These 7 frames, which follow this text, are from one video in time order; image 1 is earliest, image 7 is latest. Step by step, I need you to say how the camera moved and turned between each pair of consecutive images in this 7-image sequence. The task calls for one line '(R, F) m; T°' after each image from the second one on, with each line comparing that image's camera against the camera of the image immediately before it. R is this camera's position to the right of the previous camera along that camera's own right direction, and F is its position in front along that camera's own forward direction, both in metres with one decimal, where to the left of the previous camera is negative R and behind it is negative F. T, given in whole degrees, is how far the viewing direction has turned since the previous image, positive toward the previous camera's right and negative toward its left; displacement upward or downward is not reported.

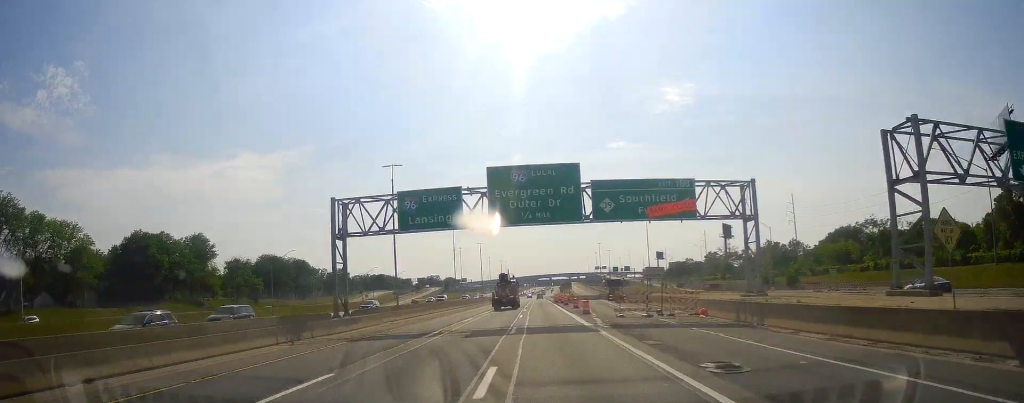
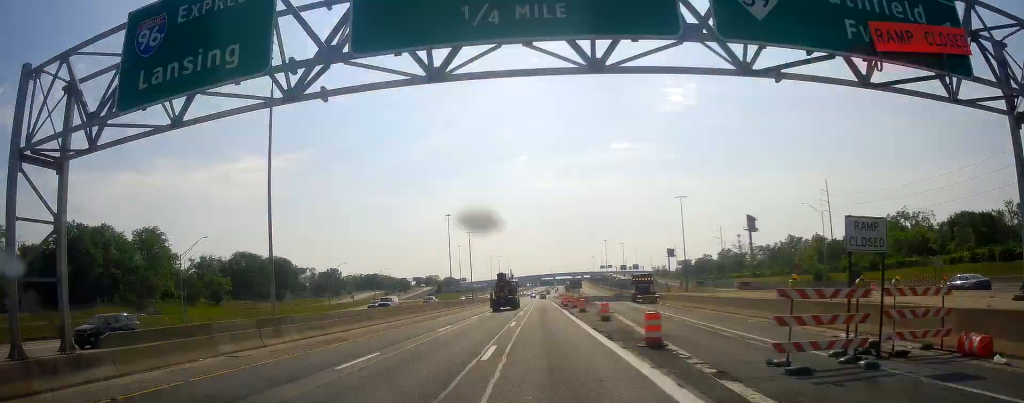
(-0.3, +25.2) m; -1°
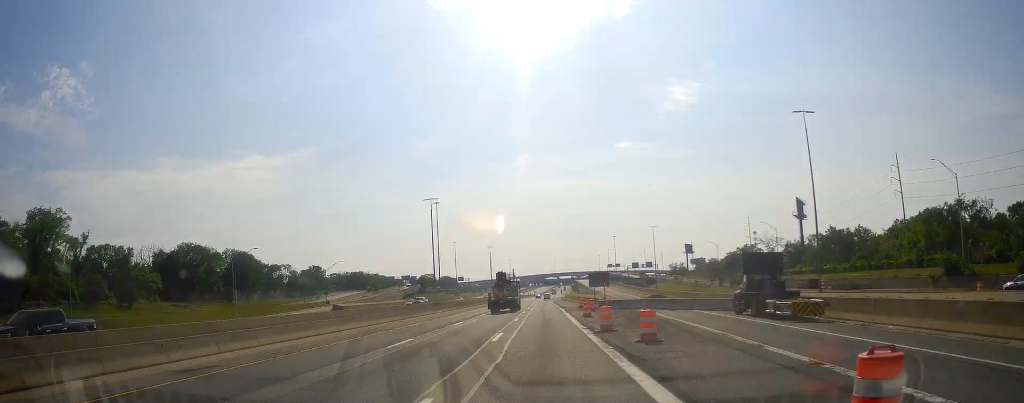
(-0.2, +40.2) m; 0°
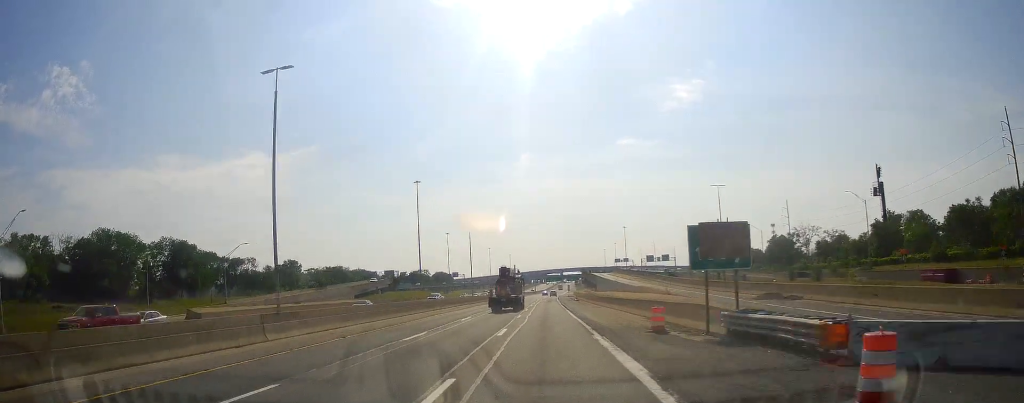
(+0.1, +43.9) m; 0°
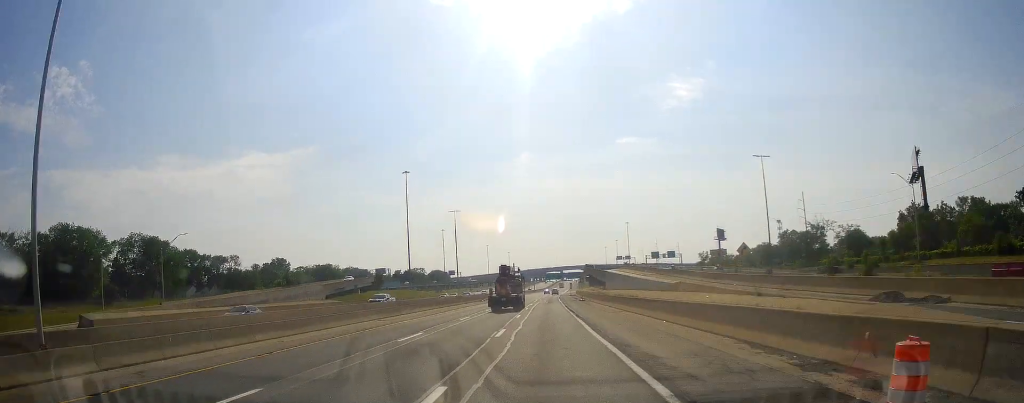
(0.0, +16.1) m; 0°
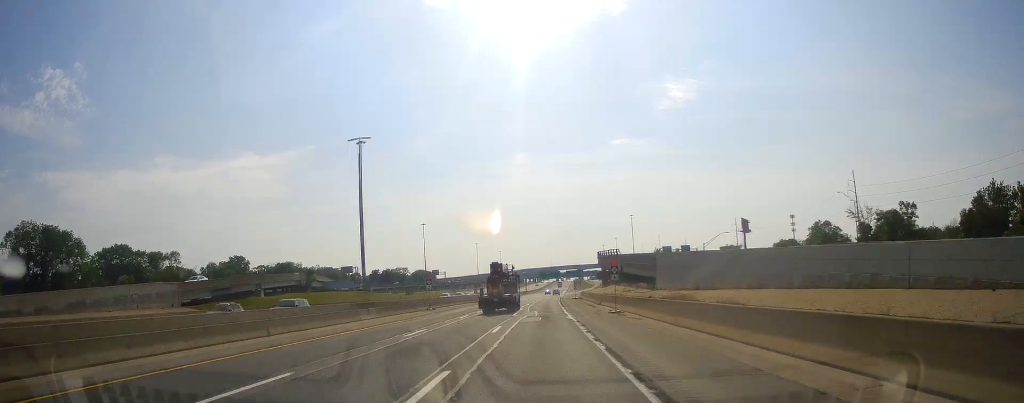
(-0.1, +43.9) m; -1°
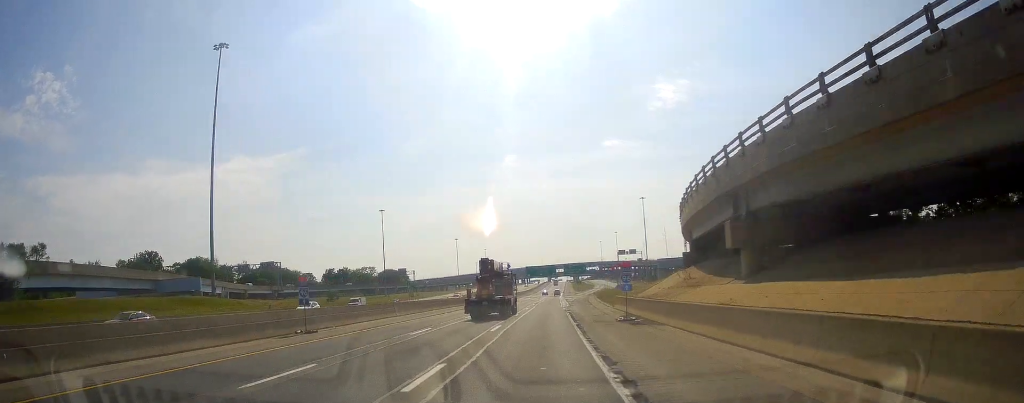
(+1.0, +70.1) m; +2°
